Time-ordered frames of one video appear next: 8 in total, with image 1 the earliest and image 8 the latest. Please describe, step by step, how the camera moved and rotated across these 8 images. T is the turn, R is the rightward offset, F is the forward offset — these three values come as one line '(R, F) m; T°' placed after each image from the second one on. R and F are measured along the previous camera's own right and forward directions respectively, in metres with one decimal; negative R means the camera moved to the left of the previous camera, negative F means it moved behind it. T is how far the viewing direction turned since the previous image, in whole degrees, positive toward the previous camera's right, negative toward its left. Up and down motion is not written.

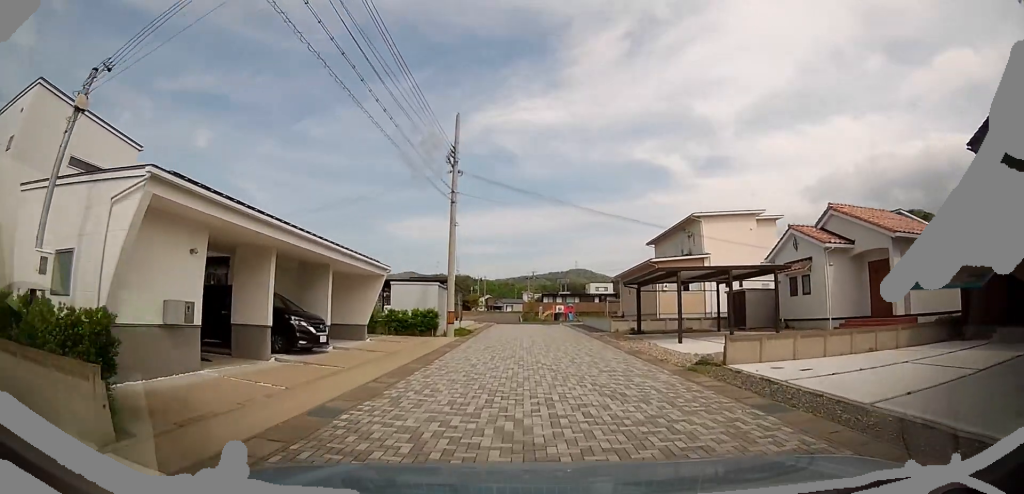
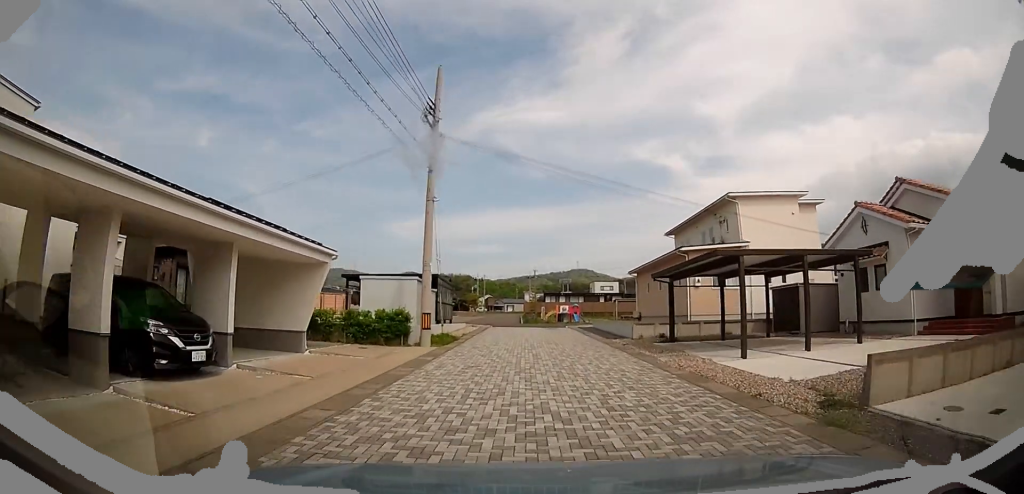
(-1.1, +4.7) m; 0°
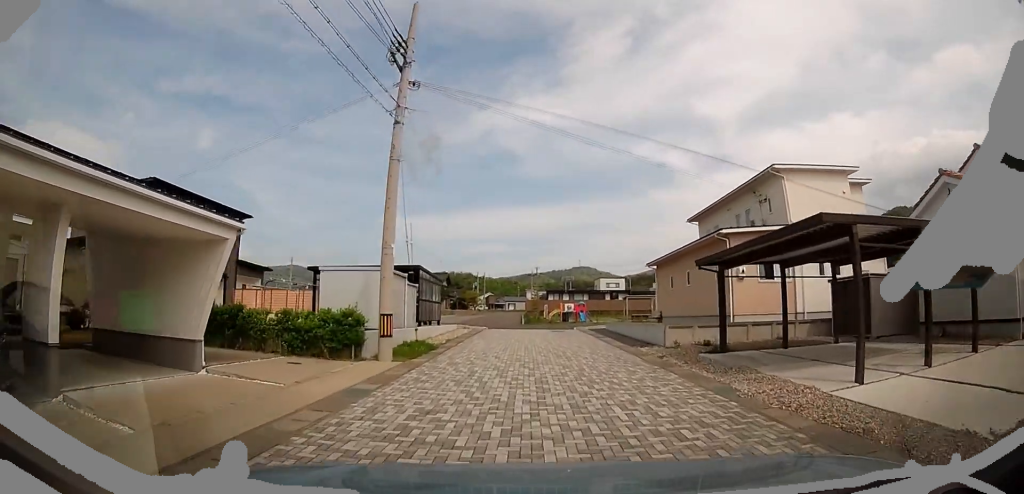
(+0.3, +4.3) m; +5°
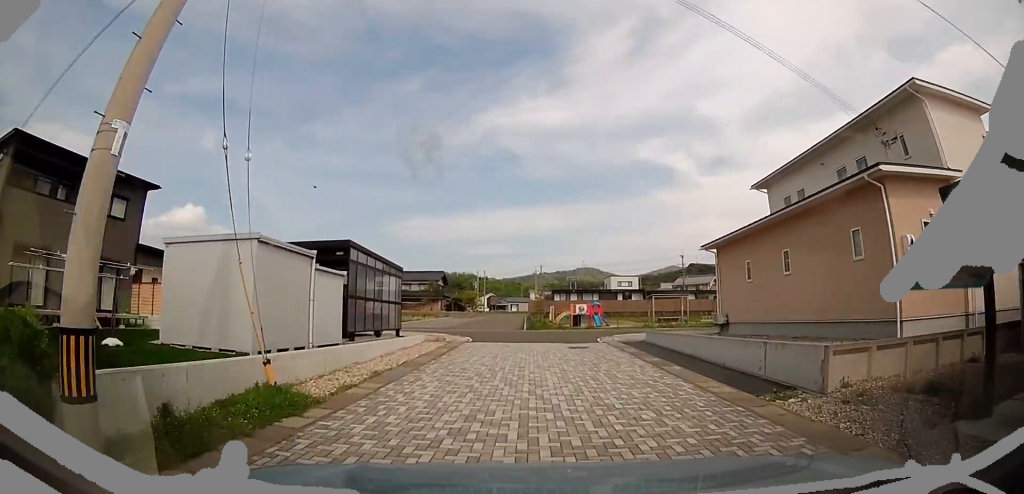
(+1.1, +8.1) m; +8°
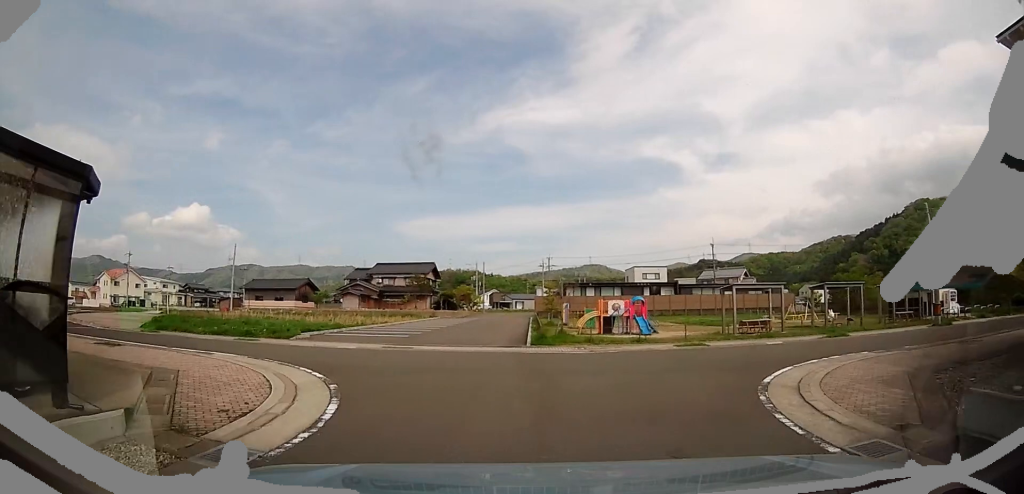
(-0.1, +13.2) m; -14°
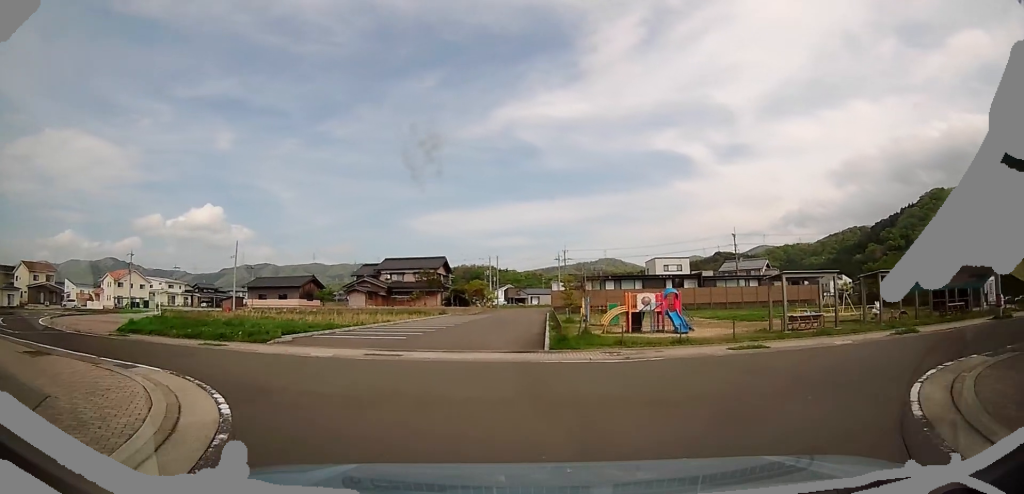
(-1.0, +4.0) m; -8°
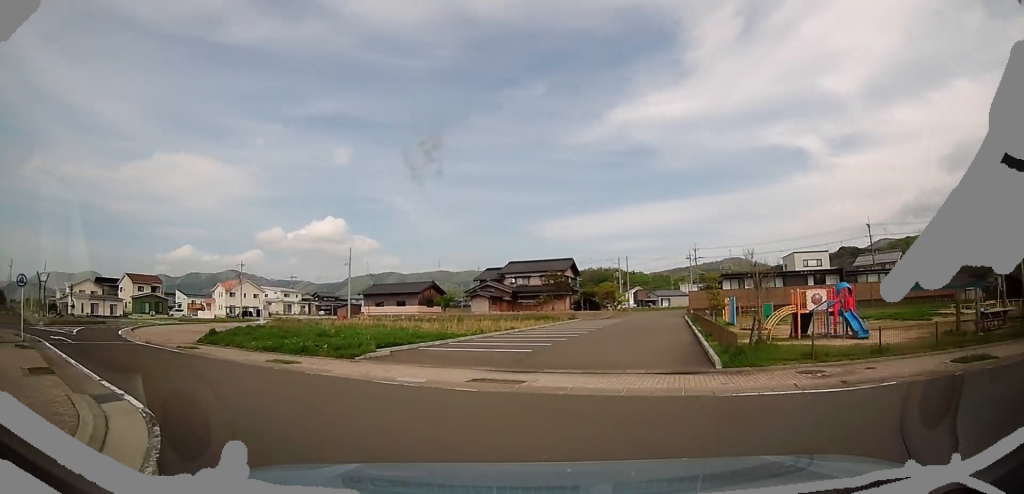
(+0.2, +4.4) m; -12°
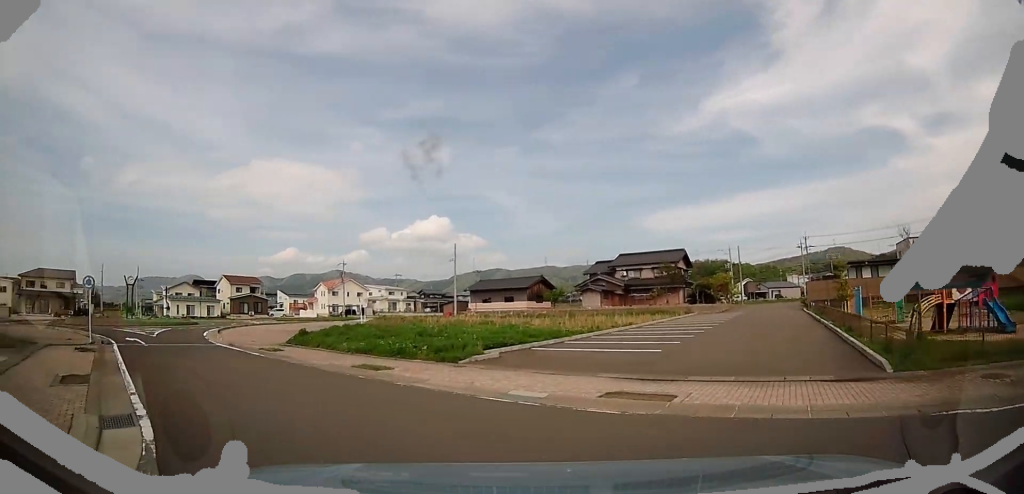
(-0.3, +1.6) m; -19°
